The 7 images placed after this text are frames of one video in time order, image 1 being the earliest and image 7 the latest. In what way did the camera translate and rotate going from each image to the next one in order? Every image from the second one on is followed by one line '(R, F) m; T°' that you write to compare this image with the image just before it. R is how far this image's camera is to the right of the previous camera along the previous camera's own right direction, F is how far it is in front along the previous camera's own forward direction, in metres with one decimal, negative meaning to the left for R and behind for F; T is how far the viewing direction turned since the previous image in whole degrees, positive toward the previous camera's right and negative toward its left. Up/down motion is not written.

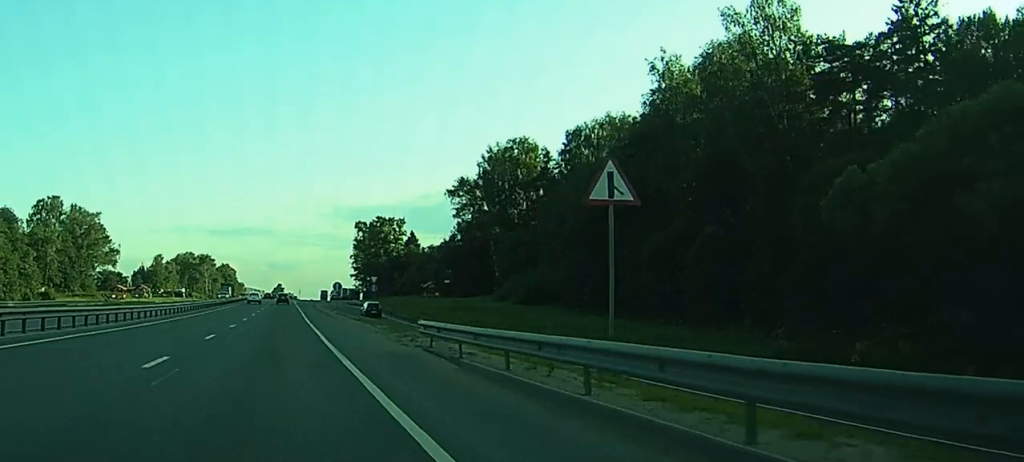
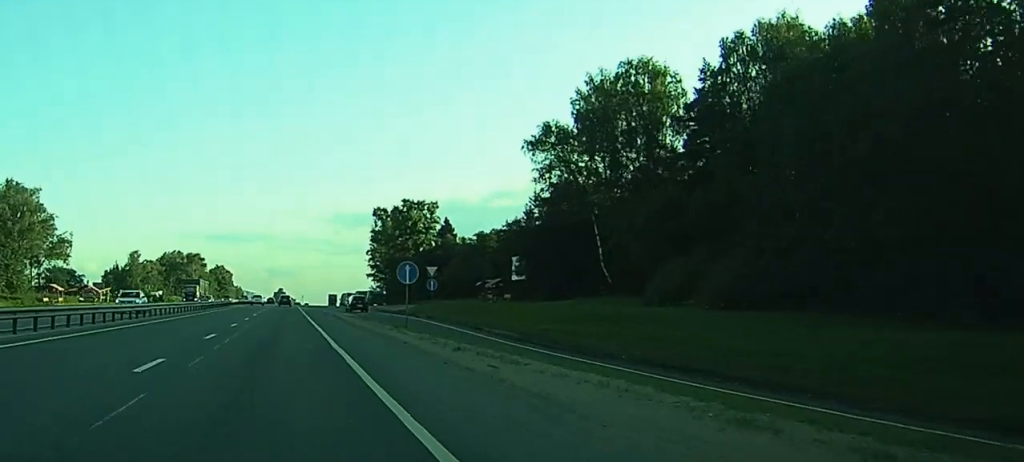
(0.0, +49.8) m; 0°
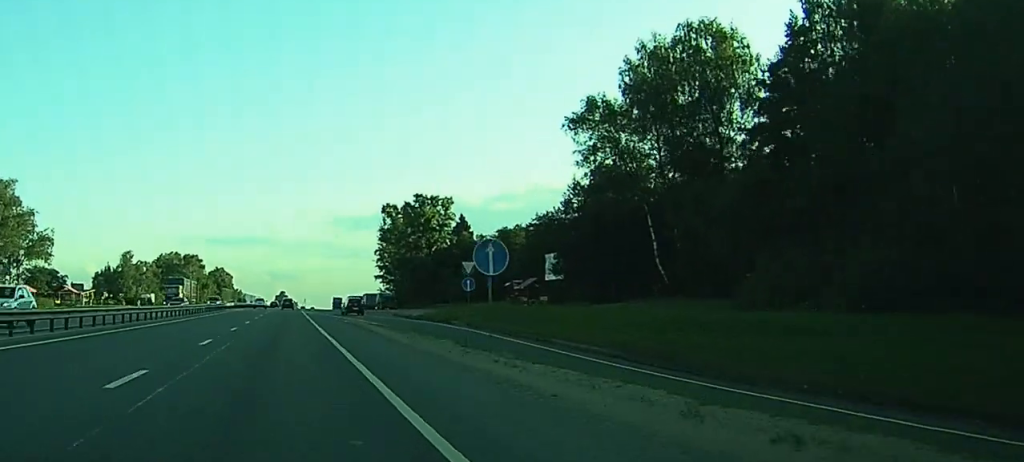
(0.0, +14.7) m; 0°
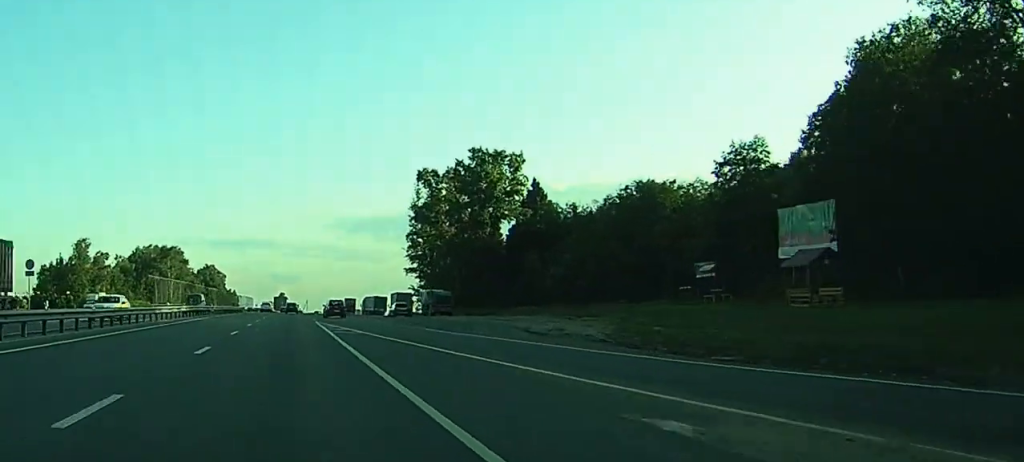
(0.0, +52.1) m; 0°
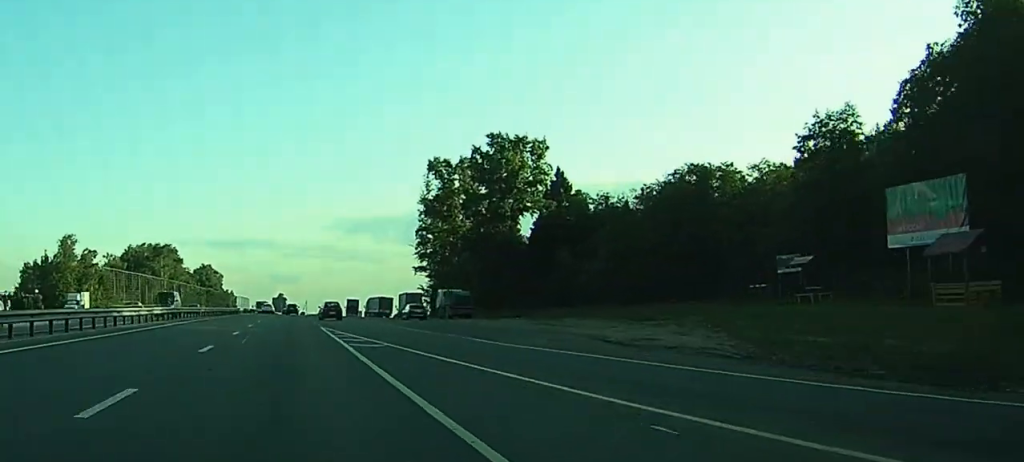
(0.0, +11.4) m; 0°
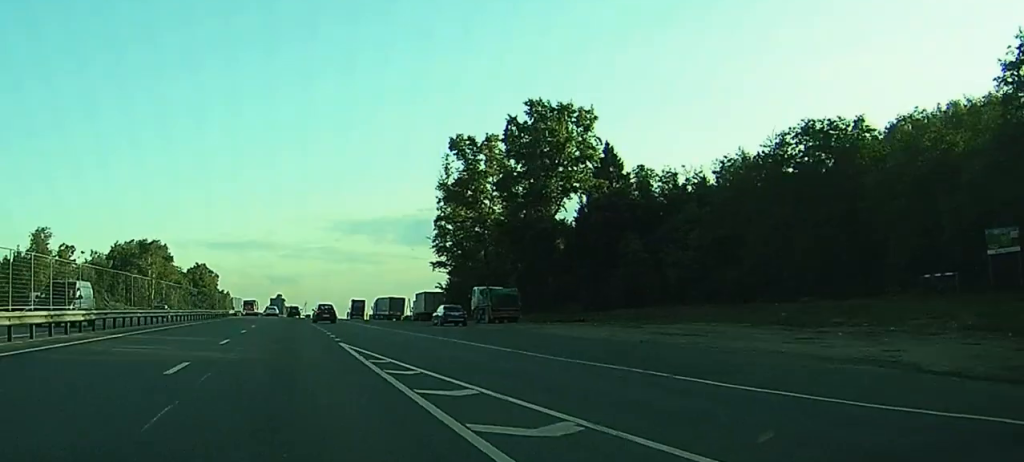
(-0.2, +18.2) m; +1°
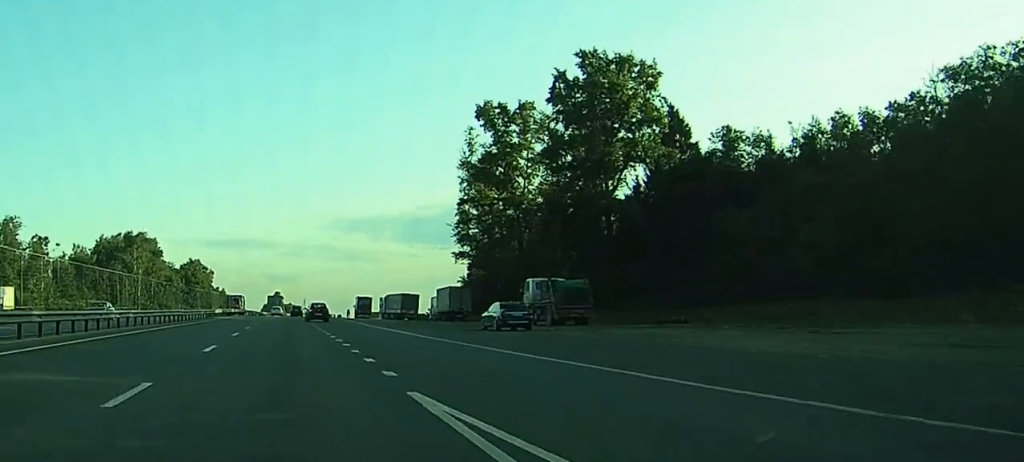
(-0.1, +17.0) m; +1°
